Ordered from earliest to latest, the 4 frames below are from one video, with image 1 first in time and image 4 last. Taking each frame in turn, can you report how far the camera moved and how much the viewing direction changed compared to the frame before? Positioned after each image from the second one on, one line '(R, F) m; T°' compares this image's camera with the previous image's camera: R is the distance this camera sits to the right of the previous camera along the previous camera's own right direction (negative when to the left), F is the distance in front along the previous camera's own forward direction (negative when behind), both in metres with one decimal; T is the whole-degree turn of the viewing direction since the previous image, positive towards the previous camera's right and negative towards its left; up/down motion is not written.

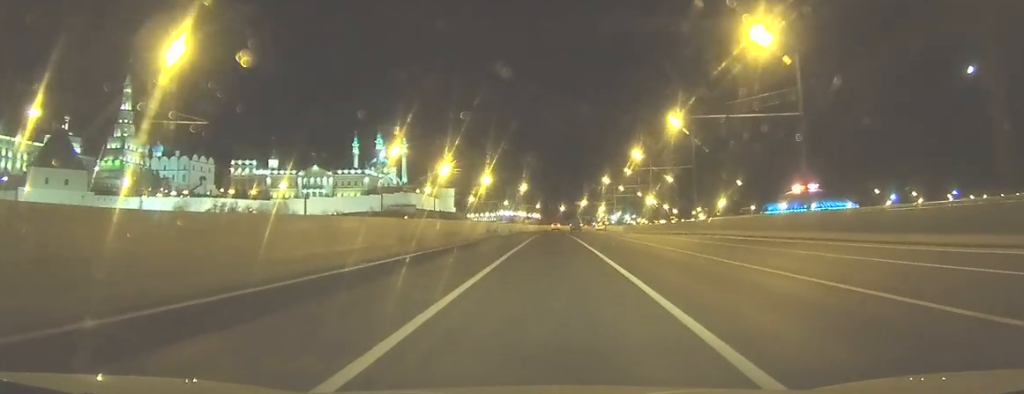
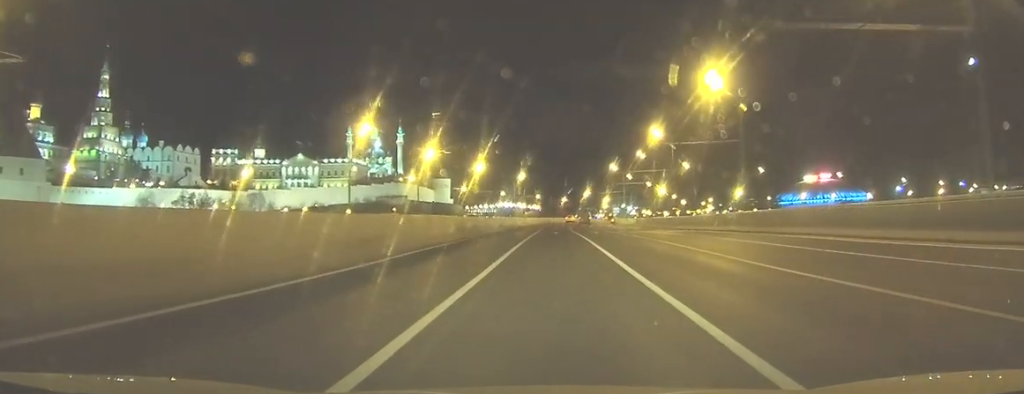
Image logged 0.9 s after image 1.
(+0.1, +16.8) m; 0°
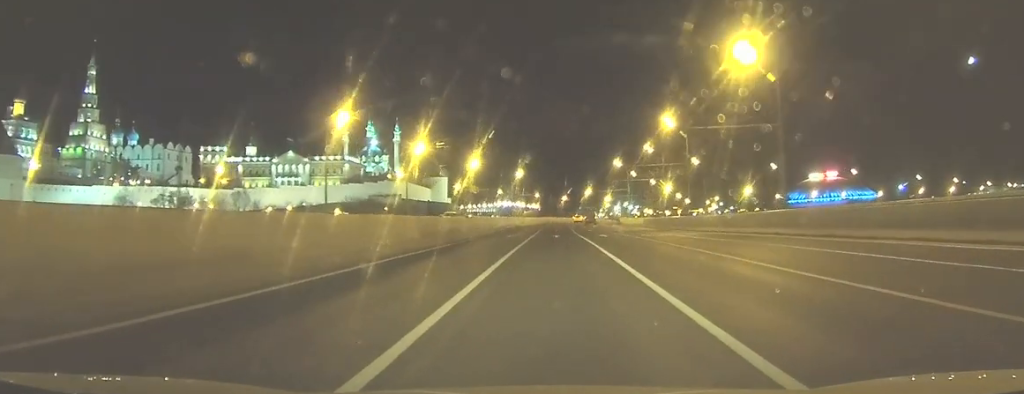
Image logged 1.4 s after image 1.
(0.0, +8.8) m; 0°
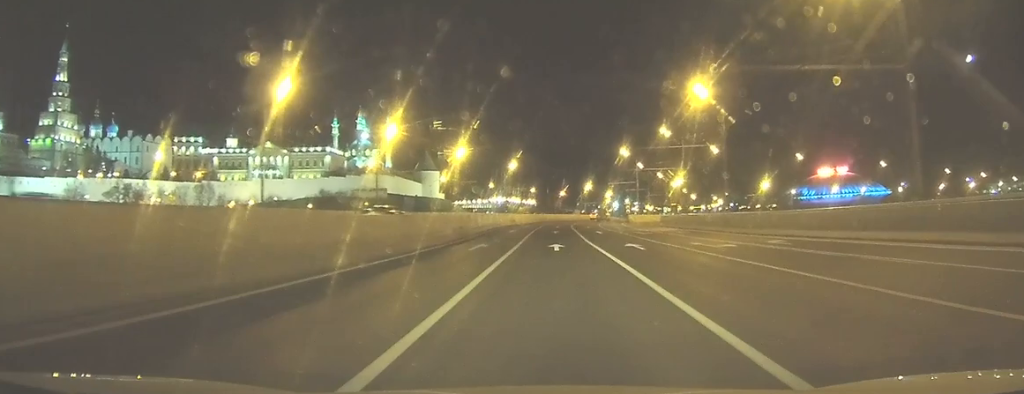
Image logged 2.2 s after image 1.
(0.0, +16.4) m; 0°
